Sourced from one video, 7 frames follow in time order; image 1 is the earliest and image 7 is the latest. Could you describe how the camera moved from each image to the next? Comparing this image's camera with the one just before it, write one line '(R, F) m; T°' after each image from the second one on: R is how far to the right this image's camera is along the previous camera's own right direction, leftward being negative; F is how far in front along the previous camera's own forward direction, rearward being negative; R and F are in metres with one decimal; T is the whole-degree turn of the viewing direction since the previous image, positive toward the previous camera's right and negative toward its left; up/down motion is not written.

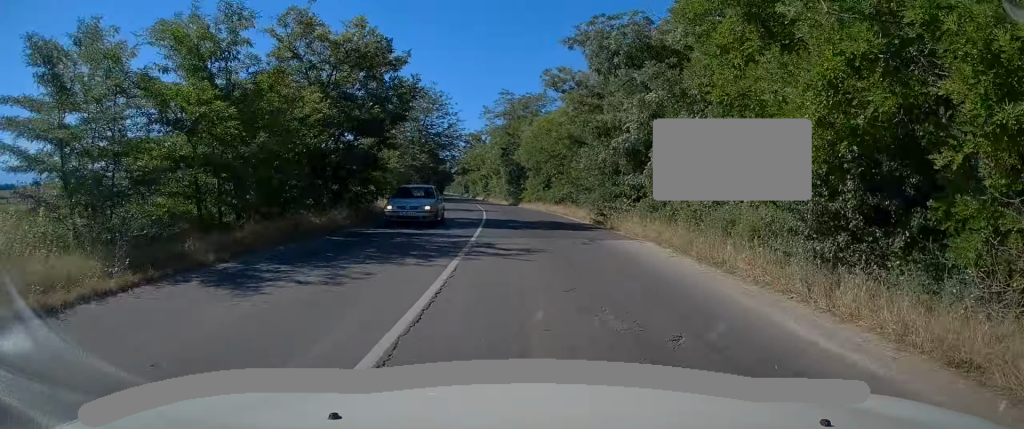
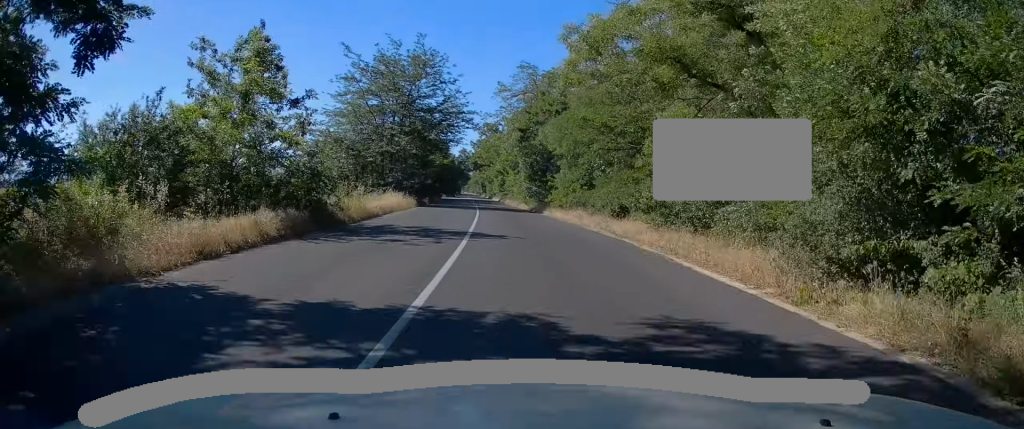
(-0.2, +19.7) m; -2°
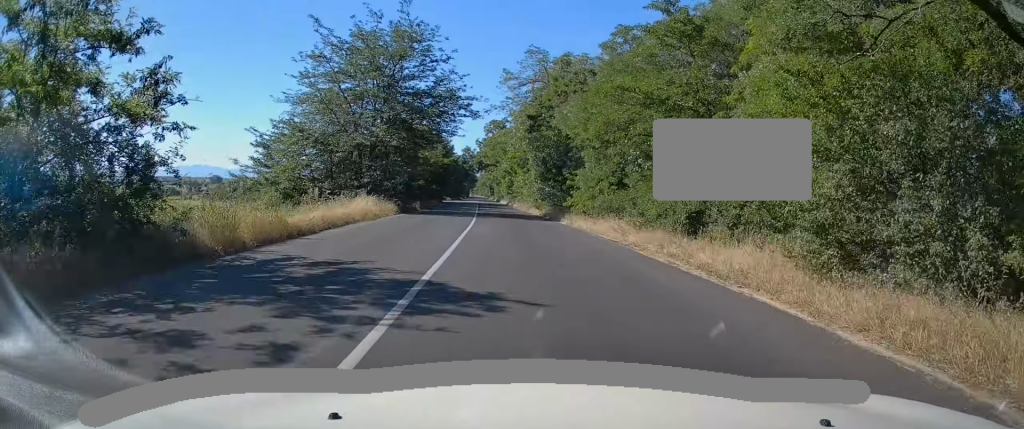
(+0.1, +8.8) m; -1°
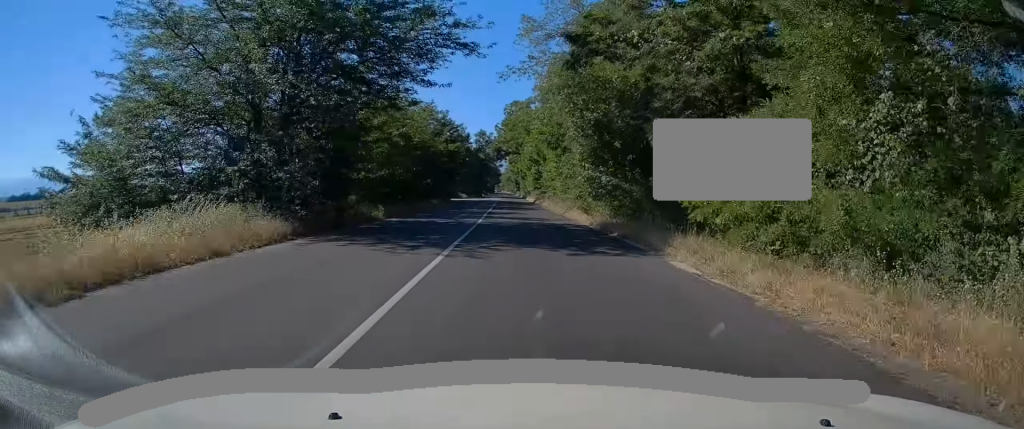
(-0.4, +17.8) m; -2°
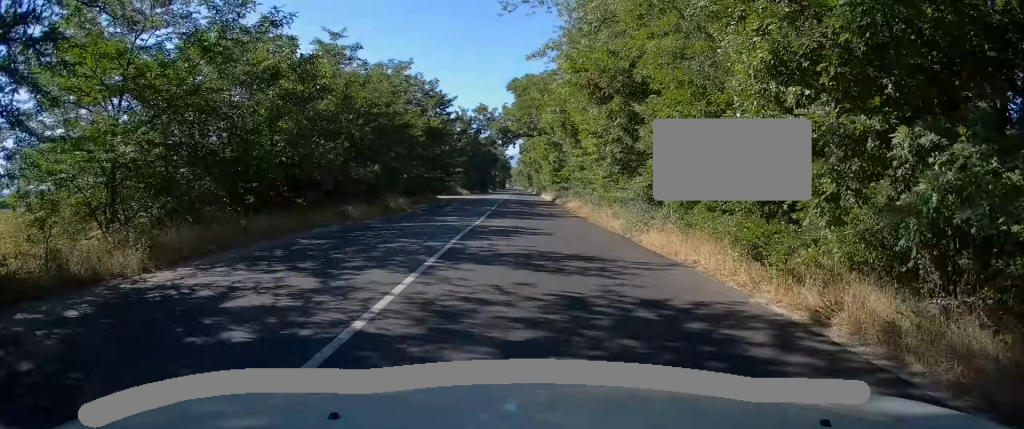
(-0.2, +17.2) m; -1°
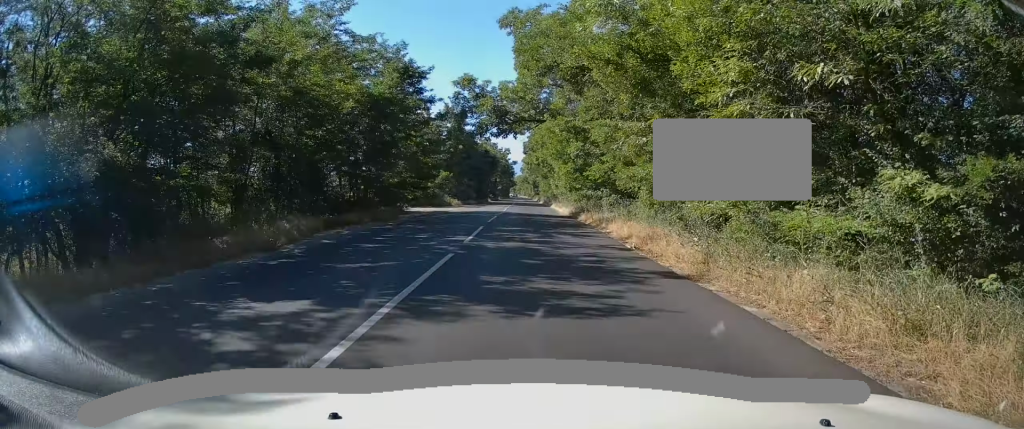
(-0.1, +16.0) m; 0°
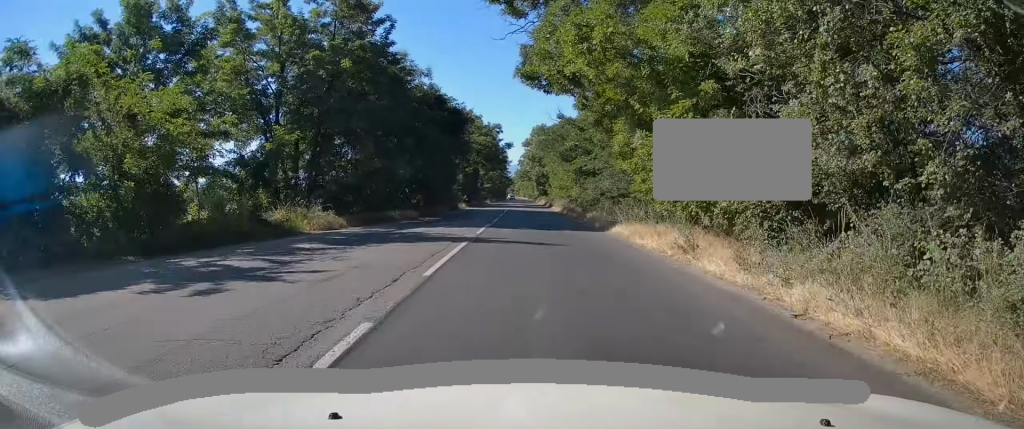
(-0.1, +42.8) m; 0°
